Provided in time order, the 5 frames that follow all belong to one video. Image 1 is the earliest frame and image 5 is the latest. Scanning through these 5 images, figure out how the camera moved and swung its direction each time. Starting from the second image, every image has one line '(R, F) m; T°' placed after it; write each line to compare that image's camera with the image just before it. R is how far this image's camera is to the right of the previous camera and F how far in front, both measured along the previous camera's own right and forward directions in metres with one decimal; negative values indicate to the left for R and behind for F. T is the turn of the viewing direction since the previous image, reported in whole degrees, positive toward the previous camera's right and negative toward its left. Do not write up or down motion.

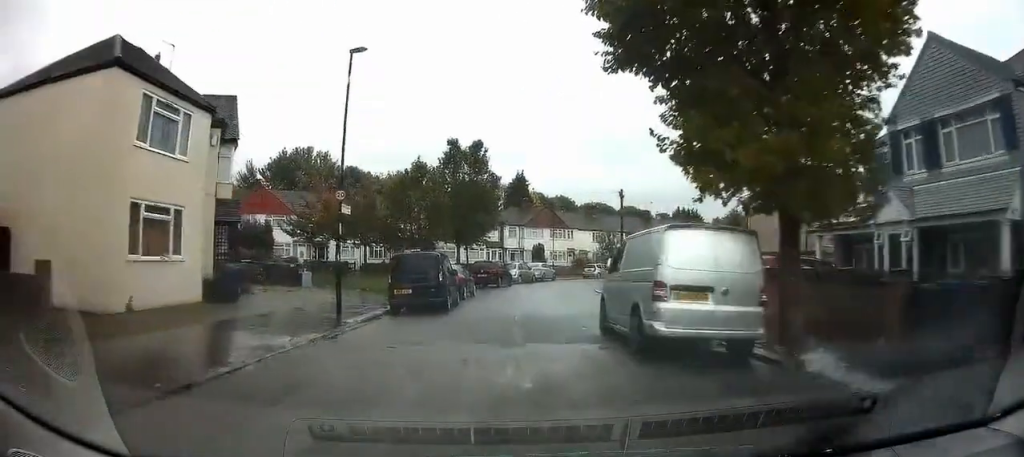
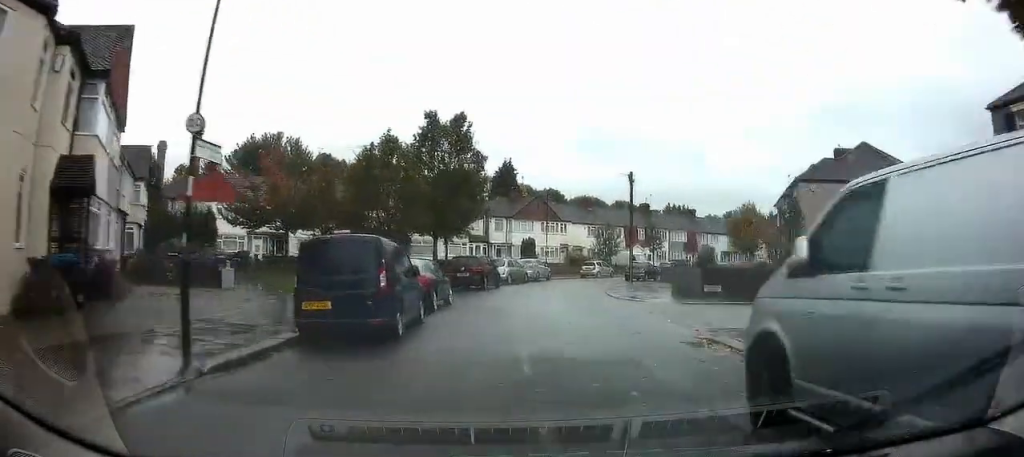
(+0.4, +7.2) m; +5°
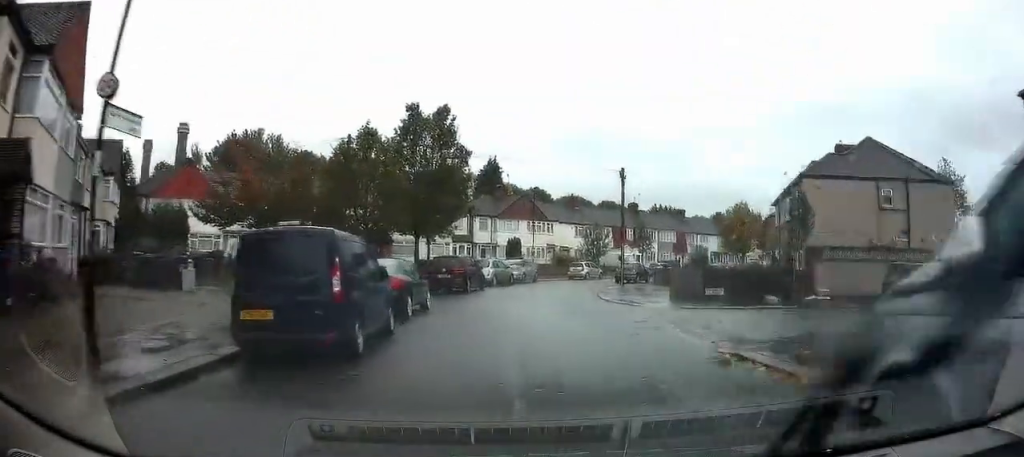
(0.0, +1.9) m; 0°
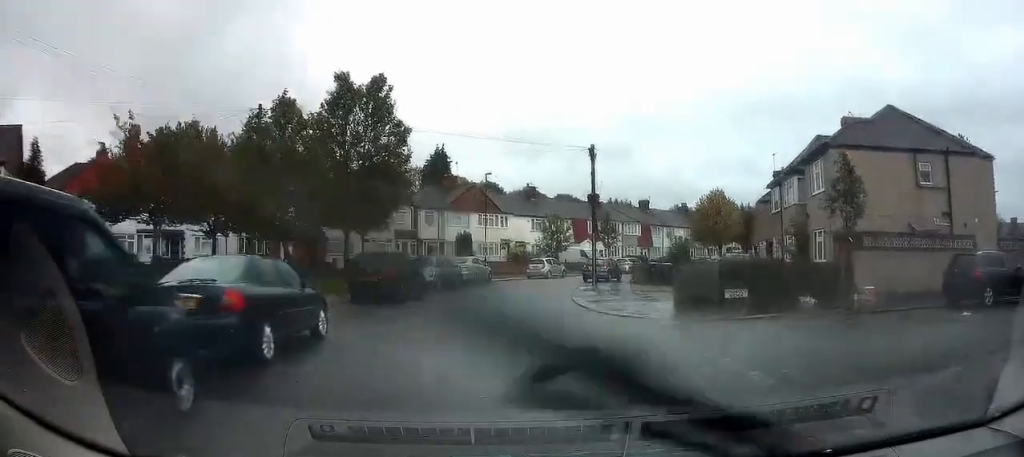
(0.0, +6.2) m; +3°
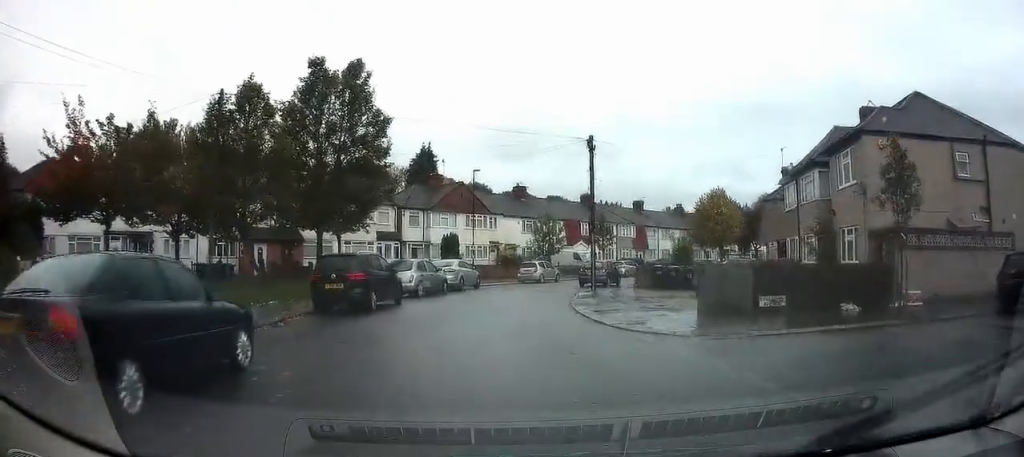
(+0.2, +3.0) m; +6°
